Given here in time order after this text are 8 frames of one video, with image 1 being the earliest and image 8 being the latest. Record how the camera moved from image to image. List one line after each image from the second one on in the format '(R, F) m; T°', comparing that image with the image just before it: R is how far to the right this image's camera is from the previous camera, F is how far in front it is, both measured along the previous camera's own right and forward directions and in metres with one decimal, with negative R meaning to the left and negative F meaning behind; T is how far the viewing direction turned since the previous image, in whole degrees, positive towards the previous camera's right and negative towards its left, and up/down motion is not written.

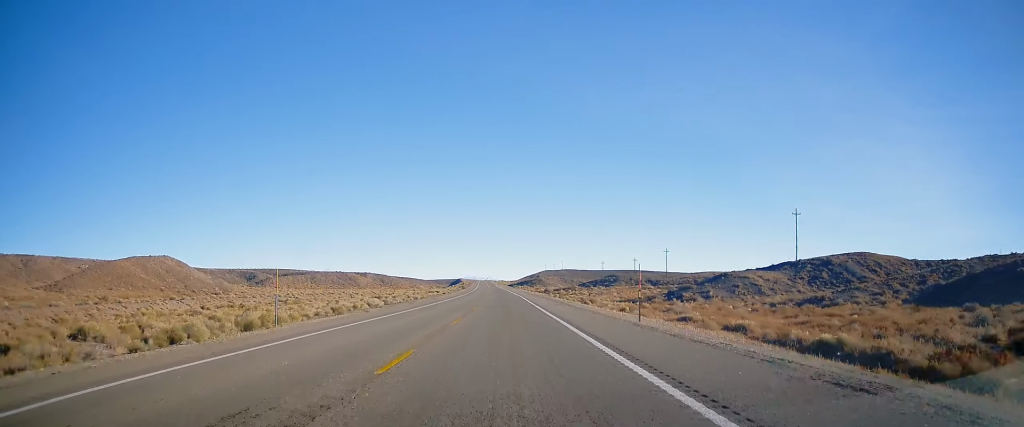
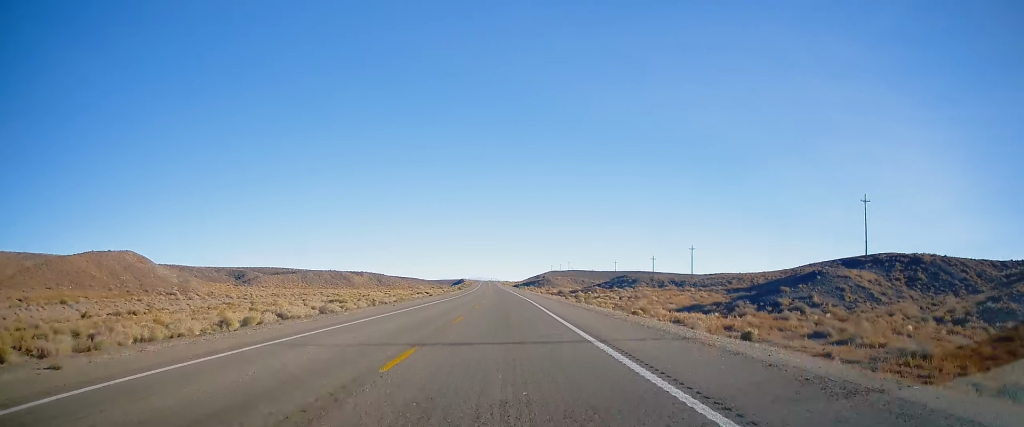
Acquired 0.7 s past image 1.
(0.0, +24.1) m; 0°
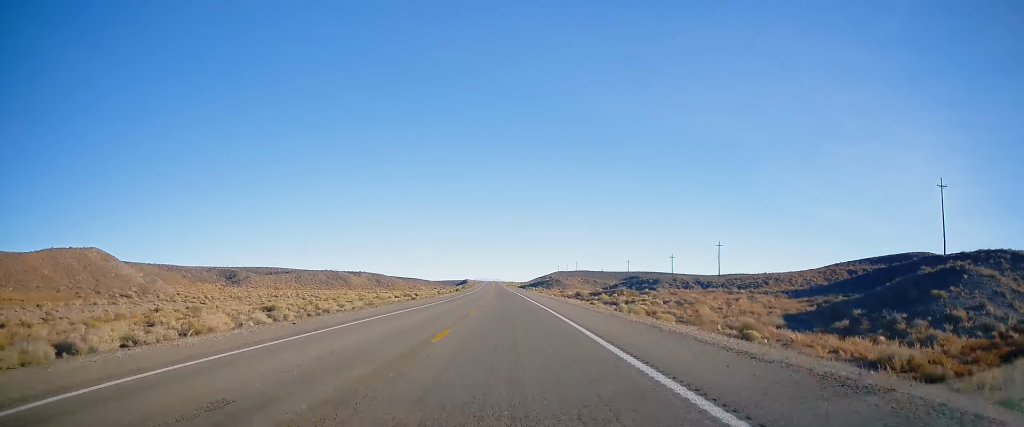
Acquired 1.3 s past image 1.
(-0.1, +19.5) m; 0°
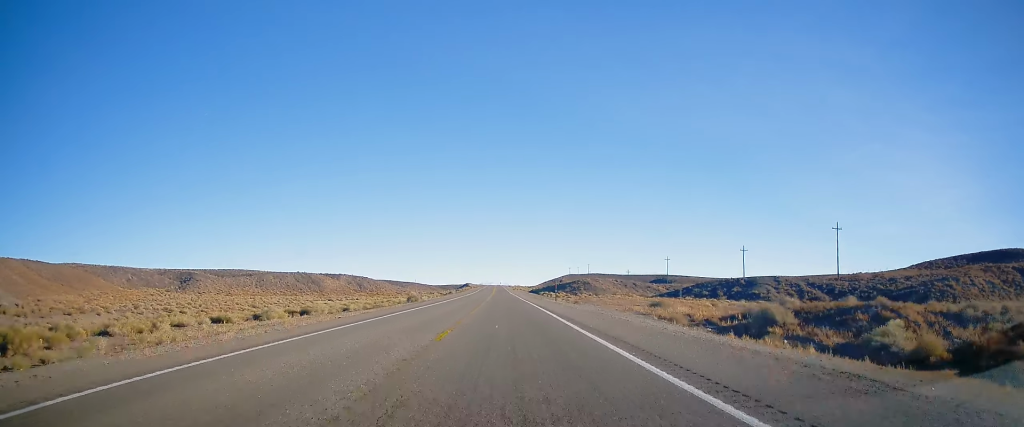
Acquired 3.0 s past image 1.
(-0.4, +60.2) m; -1°
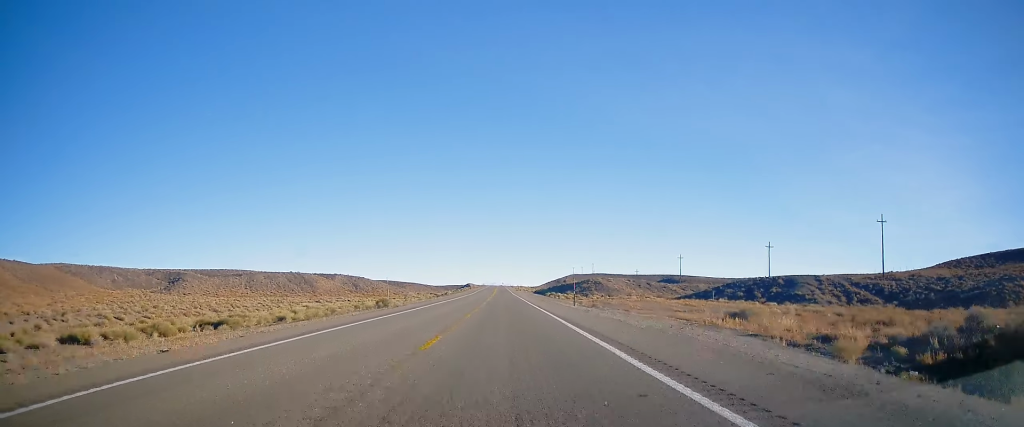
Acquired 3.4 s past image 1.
(-0.1, +14.1) m; 0°
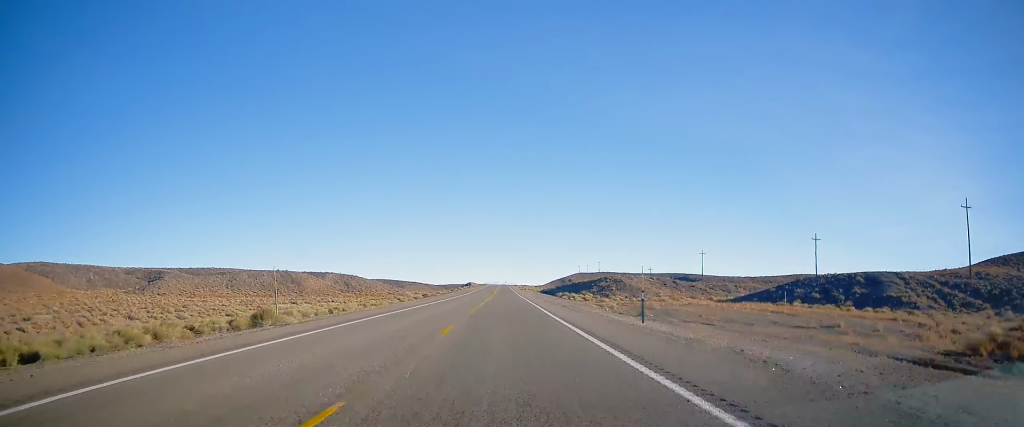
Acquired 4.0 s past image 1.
(-0.2, +21.1) m; 0°
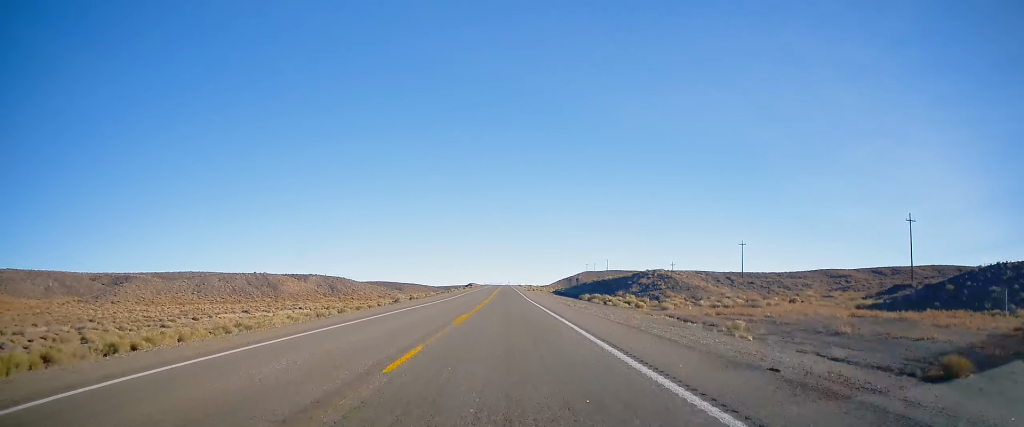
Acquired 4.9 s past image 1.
(+0.6, +30.6) m; -1°
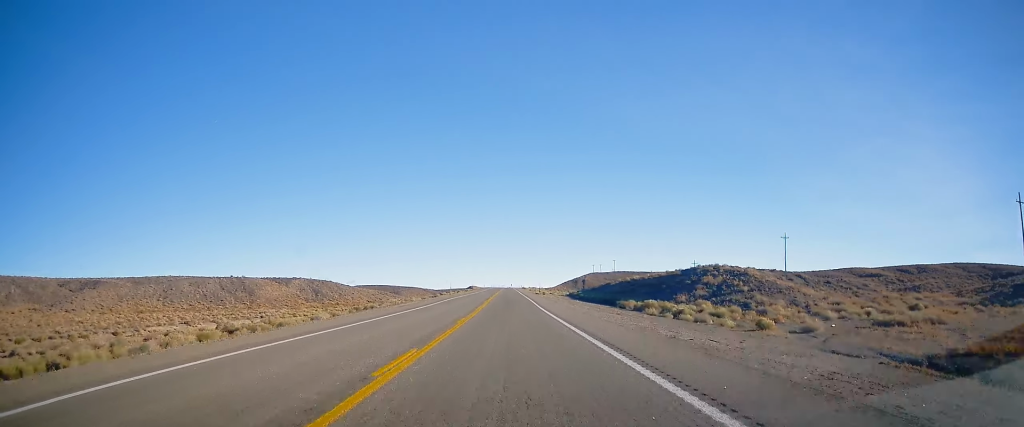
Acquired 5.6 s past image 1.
(-0.8, +24.7) m; -1°
